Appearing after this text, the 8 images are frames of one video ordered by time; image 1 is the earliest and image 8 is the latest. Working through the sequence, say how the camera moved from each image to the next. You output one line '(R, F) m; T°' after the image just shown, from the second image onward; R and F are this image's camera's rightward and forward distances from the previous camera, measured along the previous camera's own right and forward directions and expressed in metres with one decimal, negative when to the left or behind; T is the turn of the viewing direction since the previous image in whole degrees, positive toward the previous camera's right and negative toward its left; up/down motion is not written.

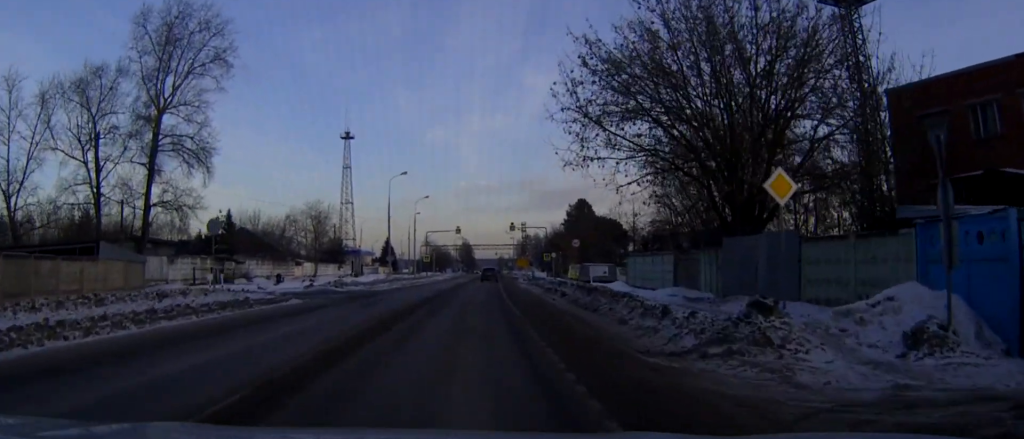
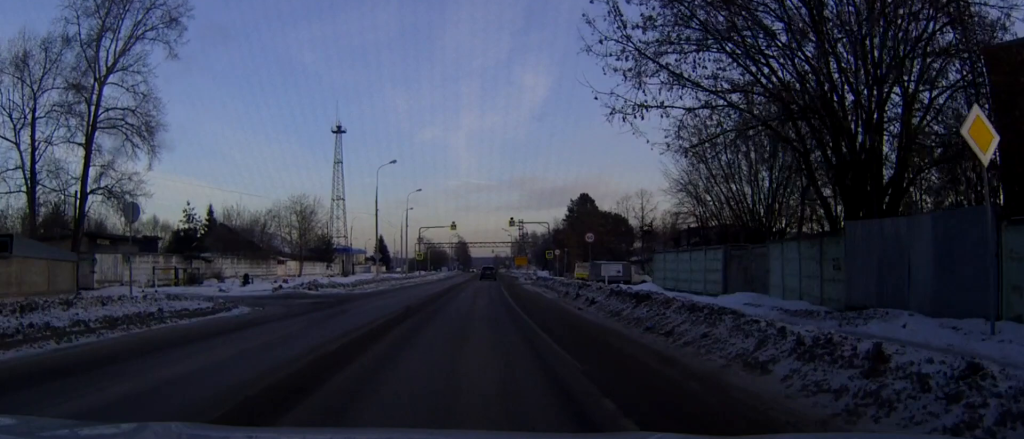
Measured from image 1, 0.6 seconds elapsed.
(+0.1, +8.1) m; 0°
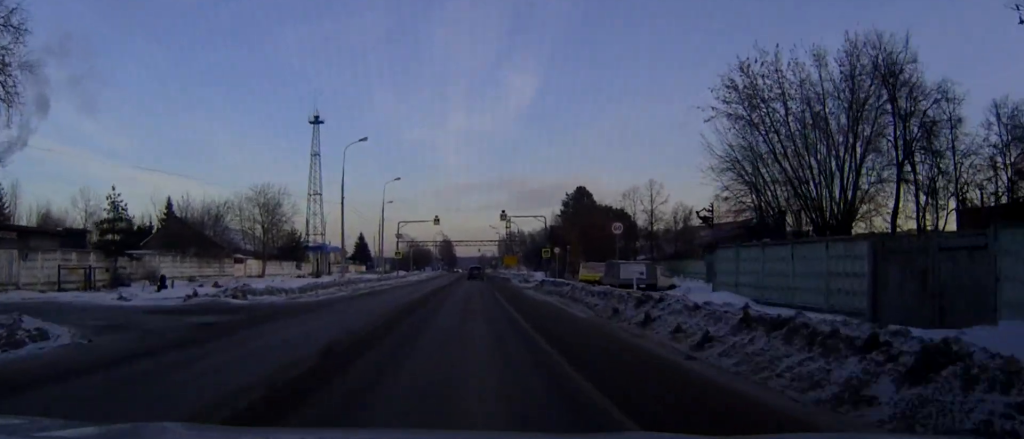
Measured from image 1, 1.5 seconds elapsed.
(0.0, +12.9) m; +1°
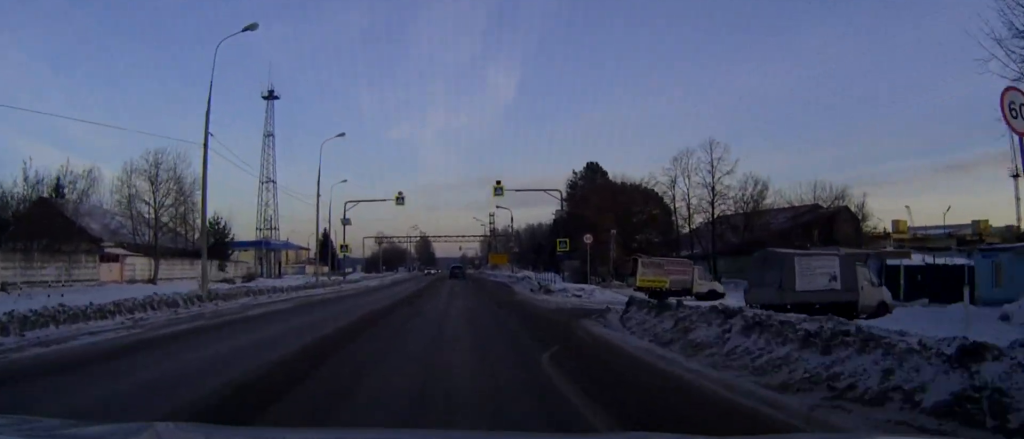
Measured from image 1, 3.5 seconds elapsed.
(+0.4, +29.5) m; +1°
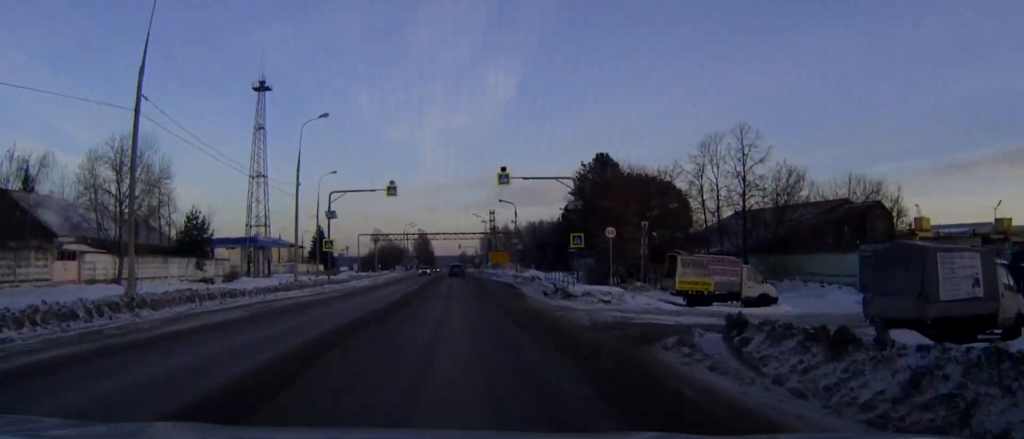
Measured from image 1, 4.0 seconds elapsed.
(0.0, +7.4) m; 0°
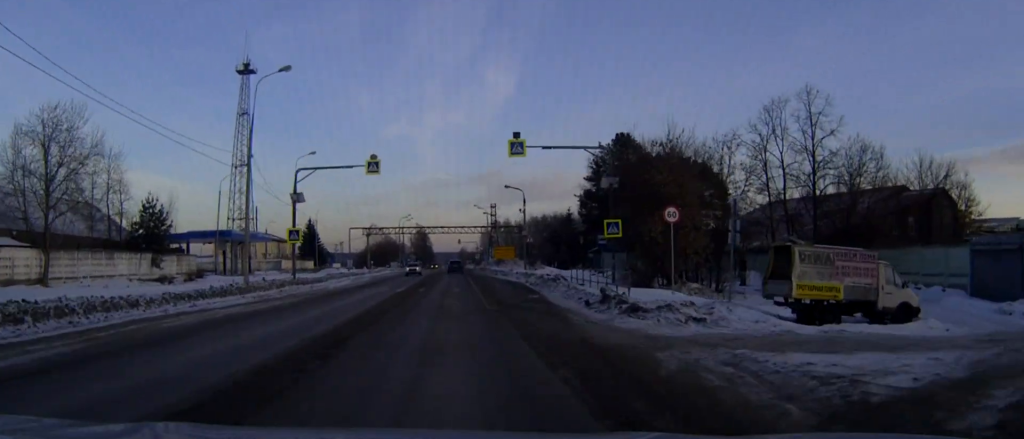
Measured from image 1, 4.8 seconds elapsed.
(+0.1, +12.0) m; 0°
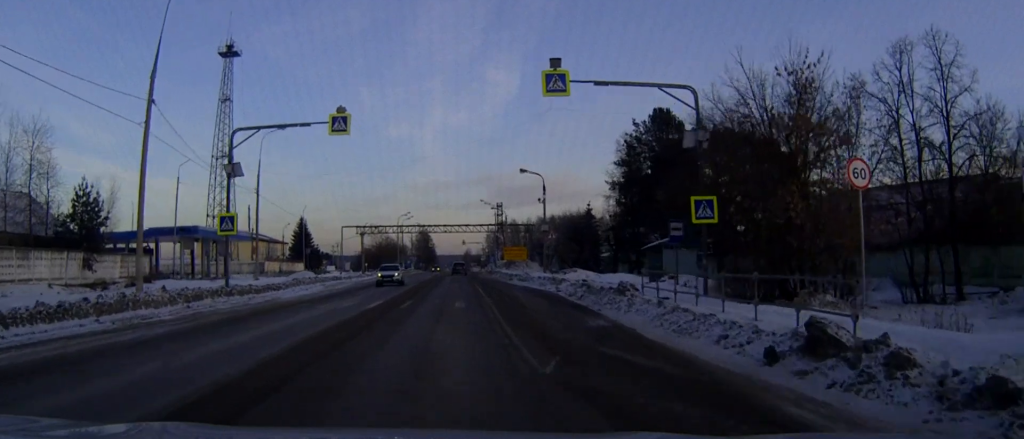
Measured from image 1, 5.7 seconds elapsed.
(-0.1, +14.2) m; 0°
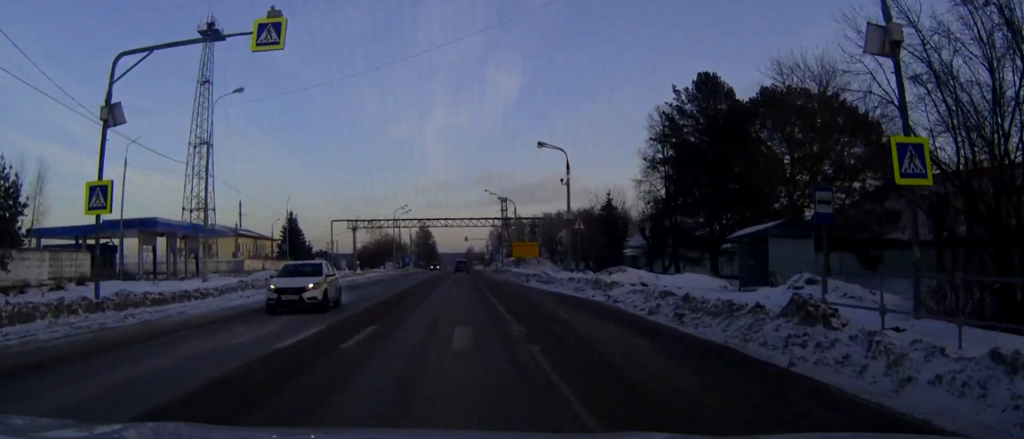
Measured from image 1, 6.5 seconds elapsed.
(0.0, +12.4) m; 0°
